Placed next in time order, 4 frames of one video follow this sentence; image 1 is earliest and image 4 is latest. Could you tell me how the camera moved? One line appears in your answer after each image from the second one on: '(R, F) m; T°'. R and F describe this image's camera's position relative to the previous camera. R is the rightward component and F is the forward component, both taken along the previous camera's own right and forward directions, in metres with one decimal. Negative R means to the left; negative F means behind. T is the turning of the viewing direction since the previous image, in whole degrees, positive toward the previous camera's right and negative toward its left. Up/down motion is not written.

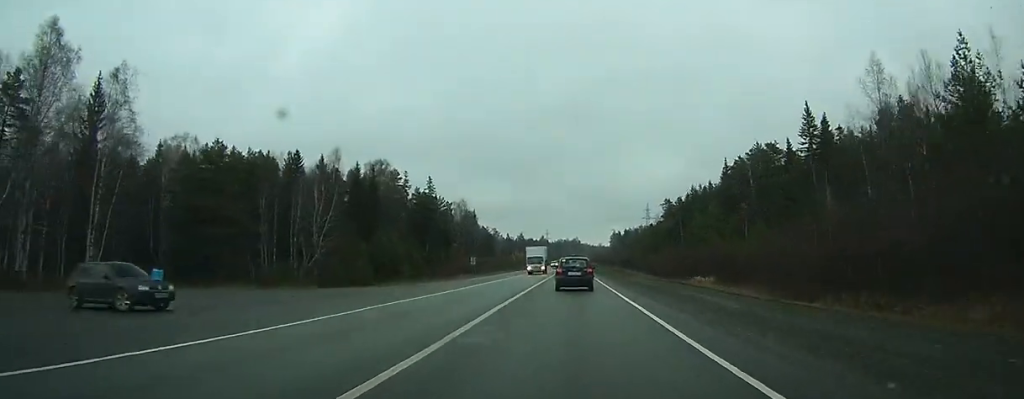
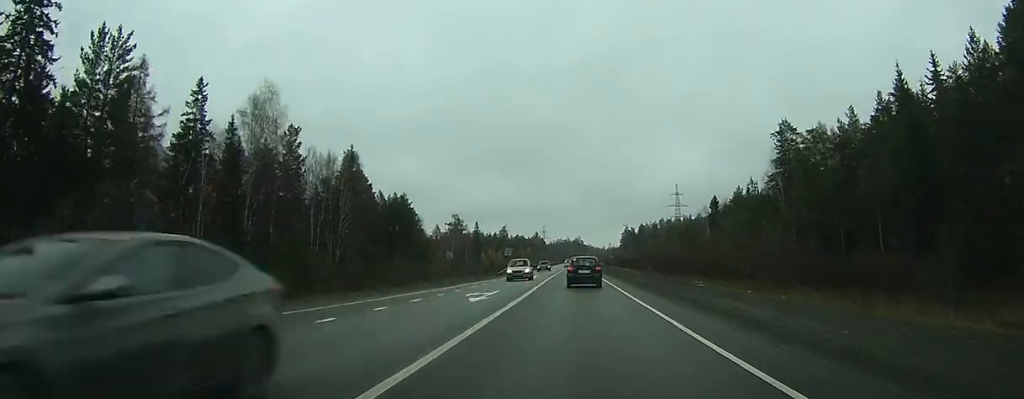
(-1.0, +132.6) m; -1°
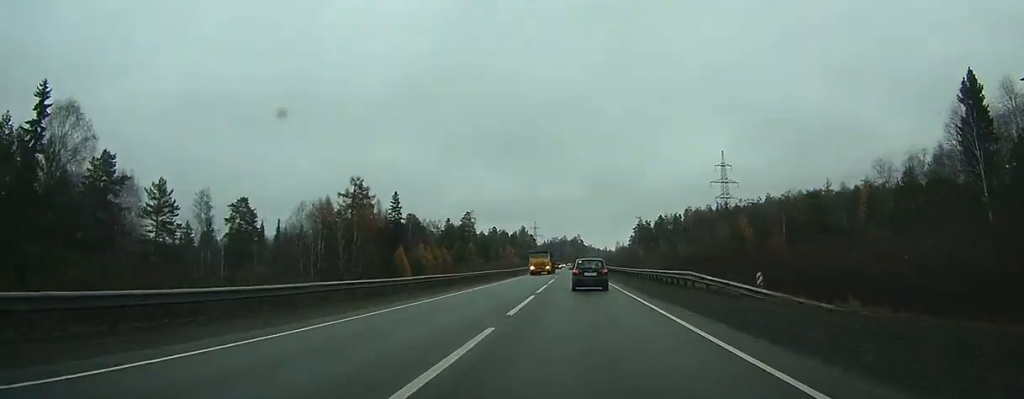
(+0.7, +115.5) m; +1°
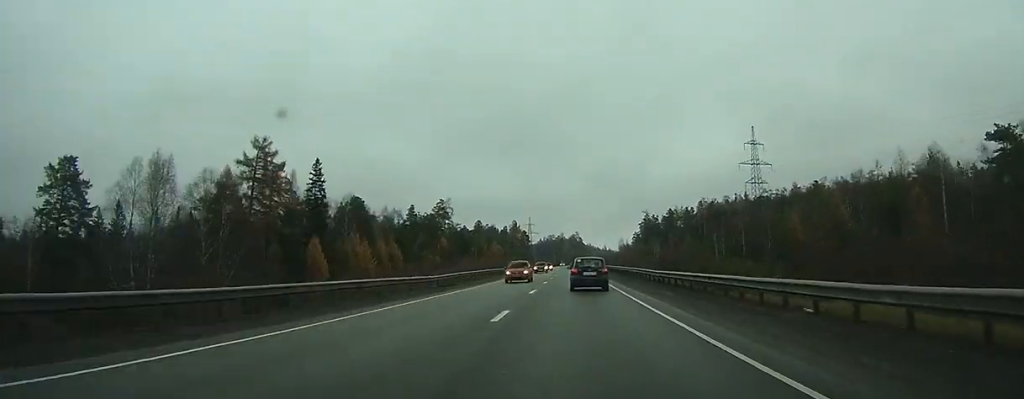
(+0.2, +44.2) m; 0°
